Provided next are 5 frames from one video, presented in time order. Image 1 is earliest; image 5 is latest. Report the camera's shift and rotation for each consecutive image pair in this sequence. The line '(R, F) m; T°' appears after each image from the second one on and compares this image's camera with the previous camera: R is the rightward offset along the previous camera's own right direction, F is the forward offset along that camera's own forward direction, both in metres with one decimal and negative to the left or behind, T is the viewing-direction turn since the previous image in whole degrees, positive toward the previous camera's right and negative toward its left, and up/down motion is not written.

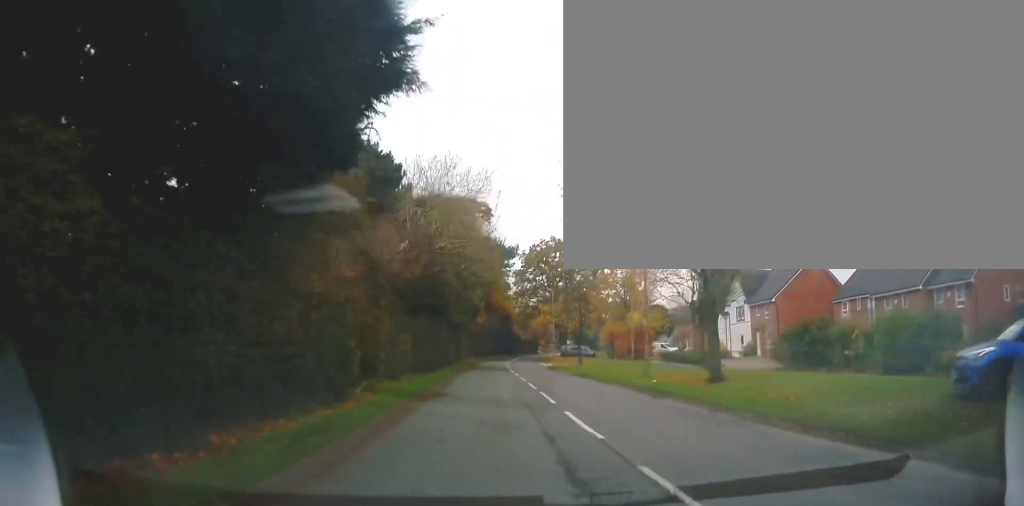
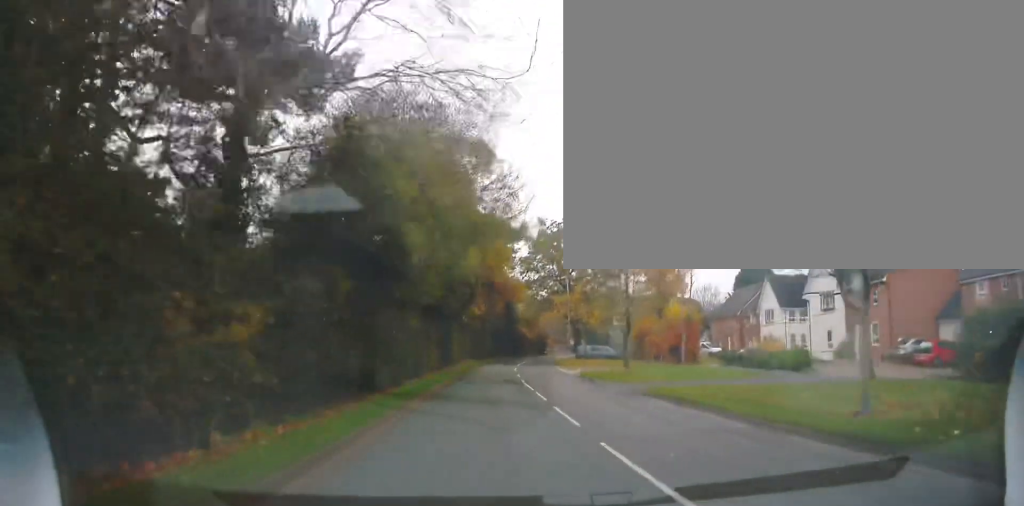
(-0.3, +16.6) m; -1°
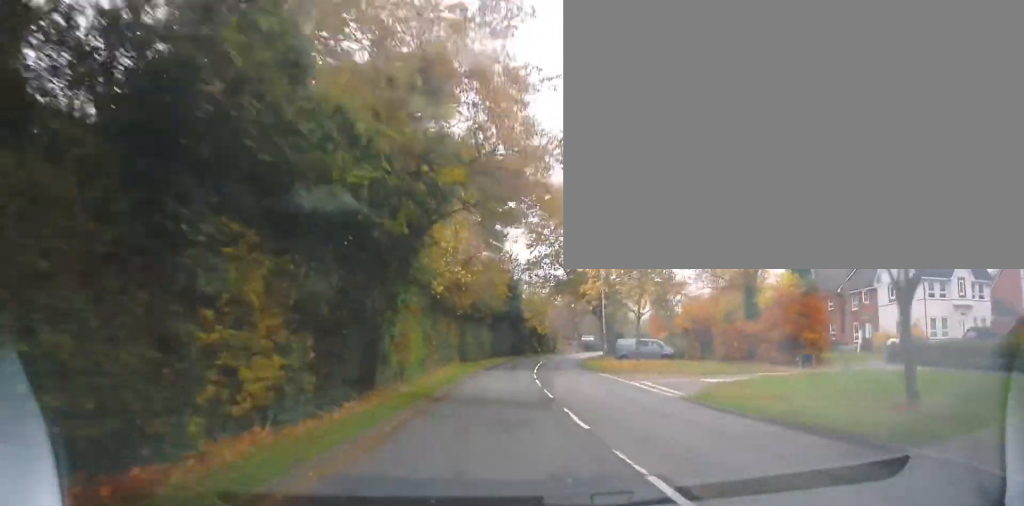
(0.0, +22.4) m; -1°
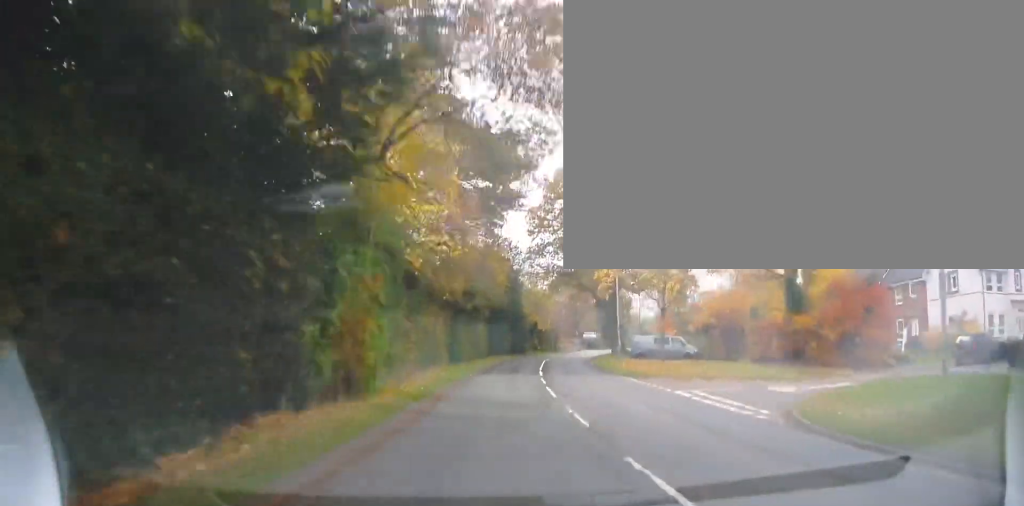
(0.0, +6.4) m; 0°
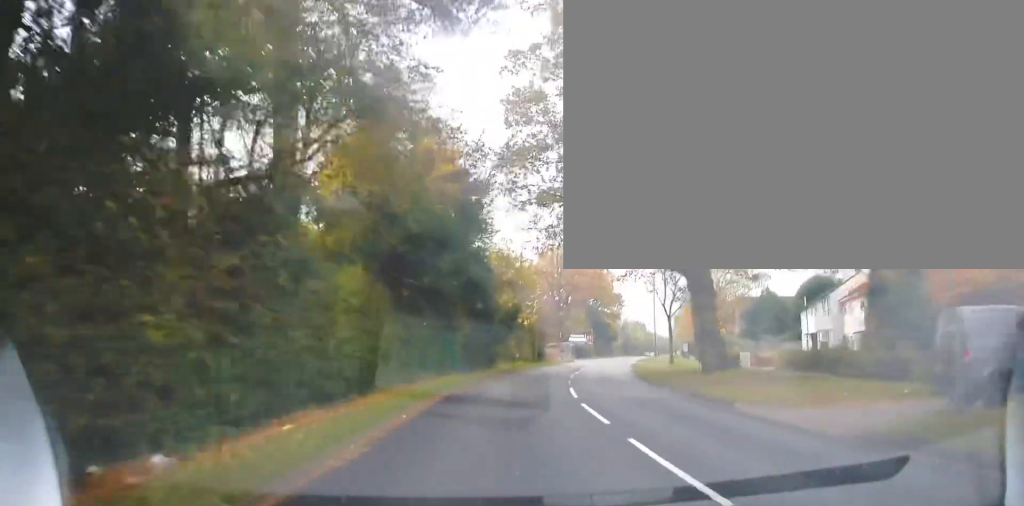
(+0.8, +34.5) m; +5°
